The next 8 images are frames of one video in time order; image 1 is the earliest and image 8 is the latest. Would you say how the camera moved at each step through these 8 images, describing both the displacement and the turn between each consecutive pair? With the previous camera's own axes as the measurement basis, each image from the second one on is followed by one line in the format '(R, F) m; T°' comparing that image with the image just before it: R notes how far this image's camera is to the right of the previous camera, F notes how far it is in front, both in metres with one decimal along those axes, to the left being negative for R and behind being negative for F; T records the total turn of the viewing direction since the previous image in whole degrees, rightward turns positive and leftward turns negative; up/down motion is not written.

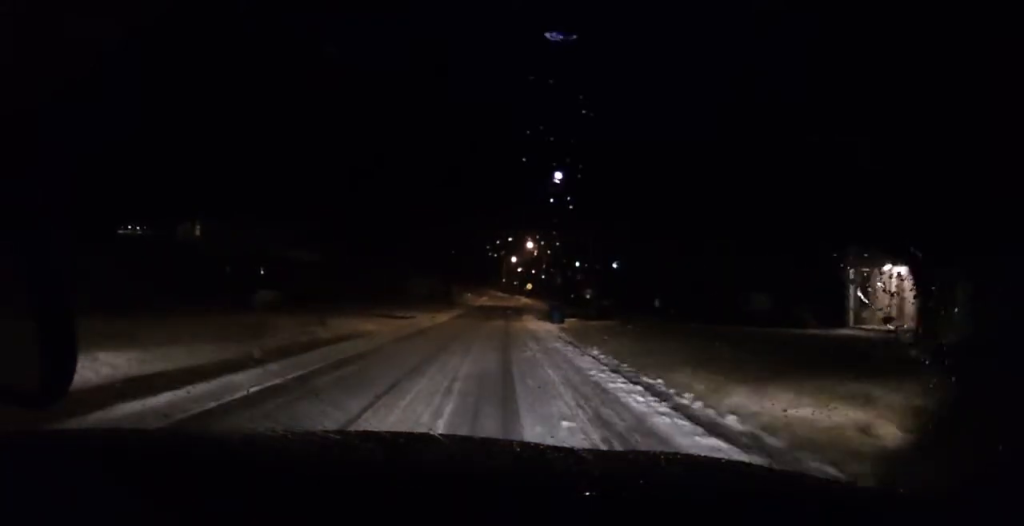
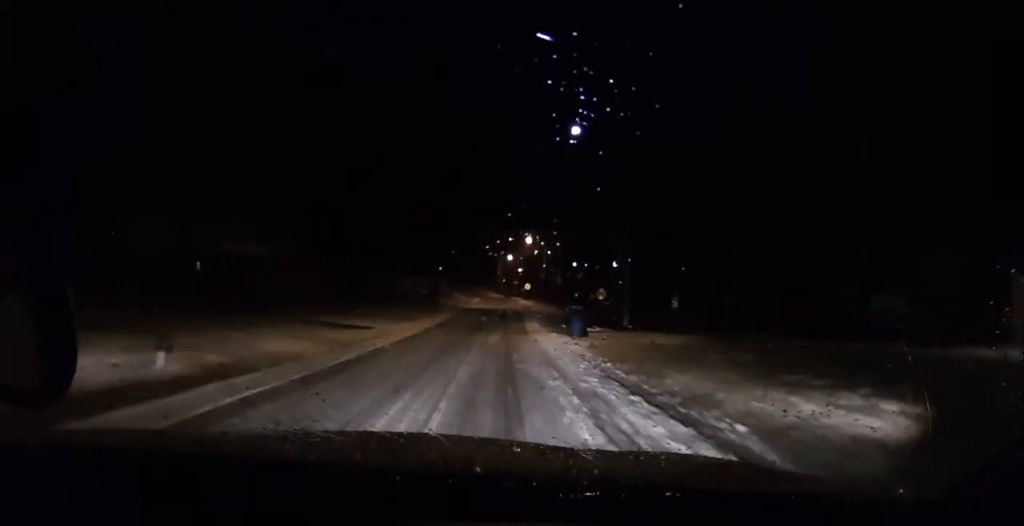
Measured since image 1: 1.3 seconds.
(-0.1, +11.8) m; -1°
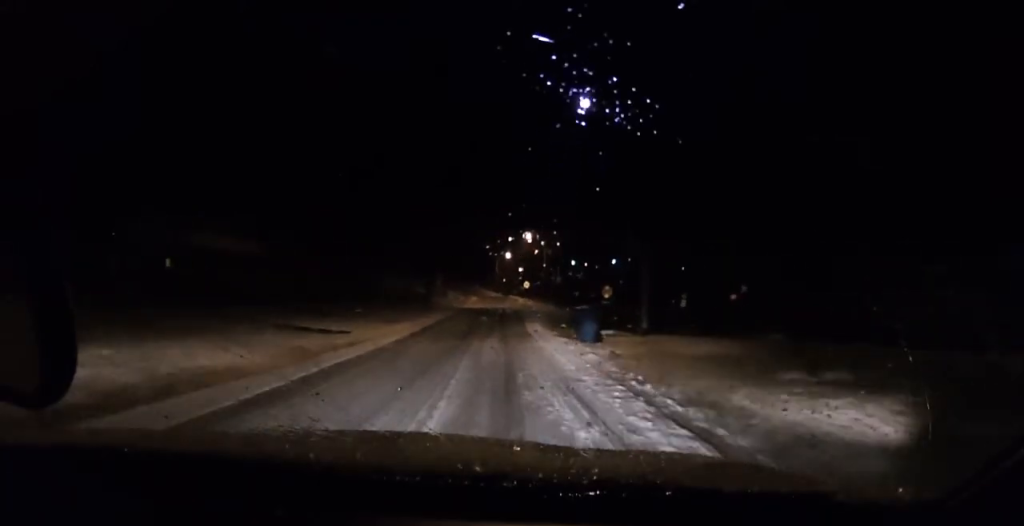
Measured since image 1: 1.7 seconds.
(0.0, +4.3) m; 0°
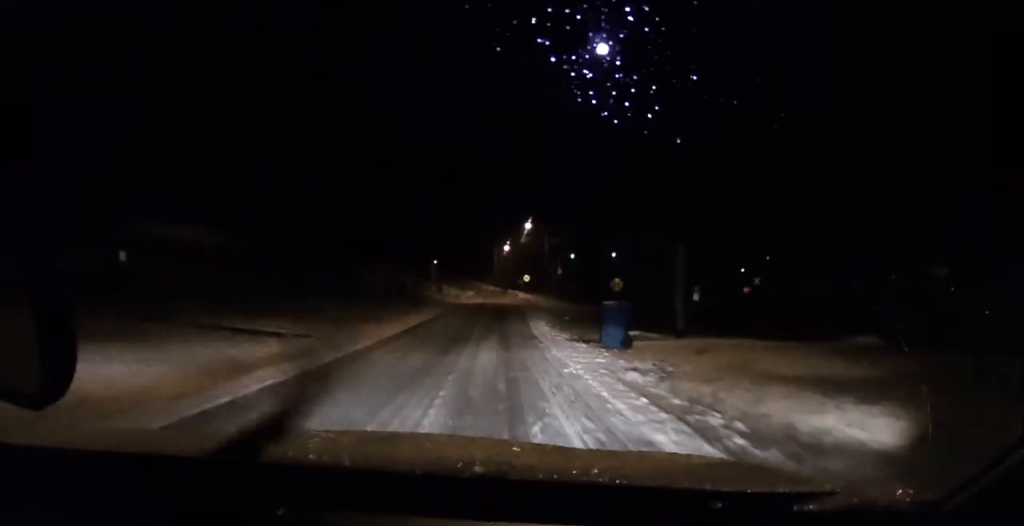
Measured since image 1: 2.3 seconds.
(0.0, +5.4) m; +2°
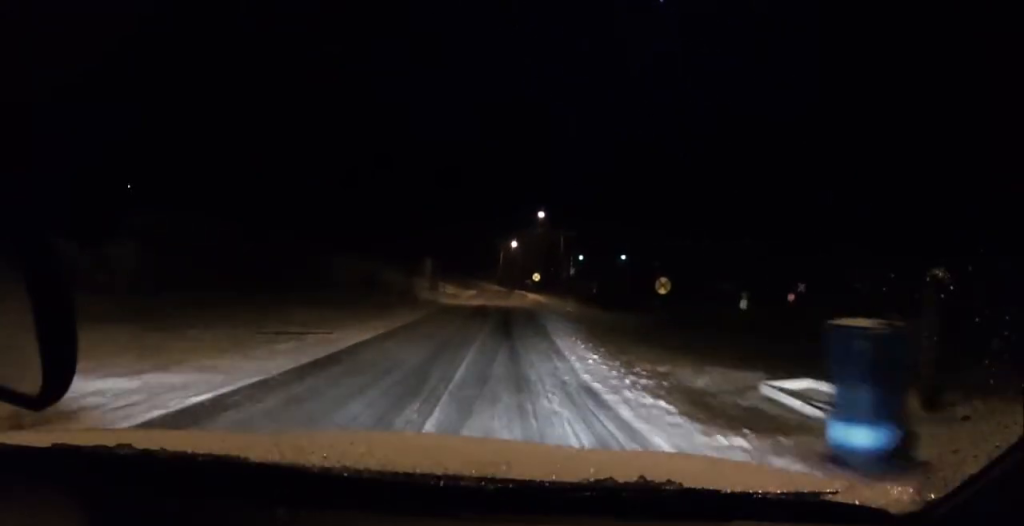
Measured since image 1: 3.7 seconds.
(+0.6, +12.5) m; +3°
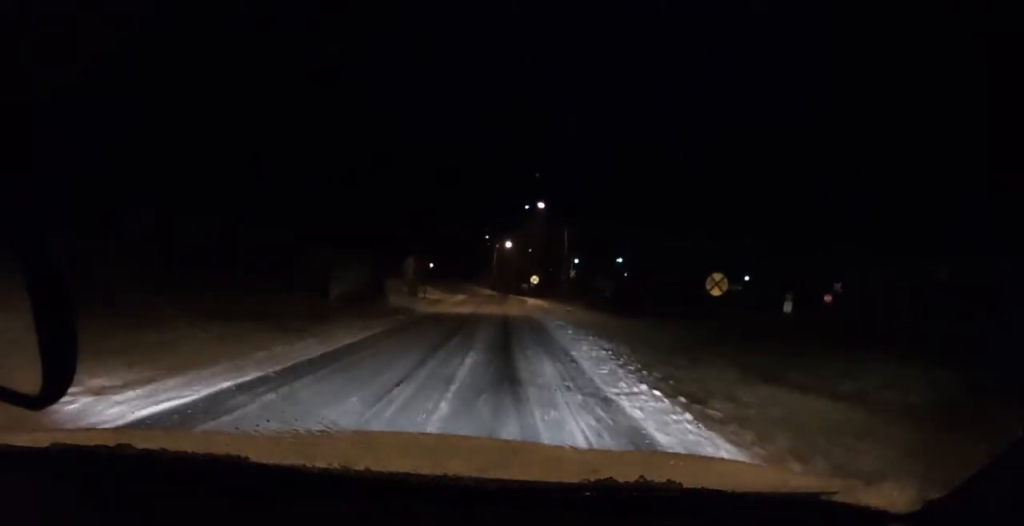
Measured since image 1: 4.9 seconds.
(-0.3, +10.1) m; -2°
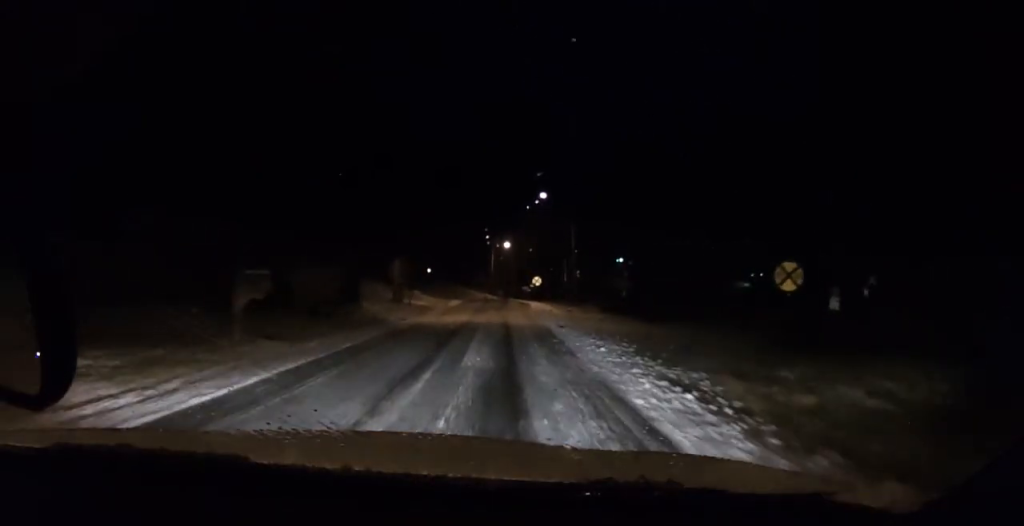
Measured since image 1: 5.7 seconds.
(0.0, +7.0) m; 0°
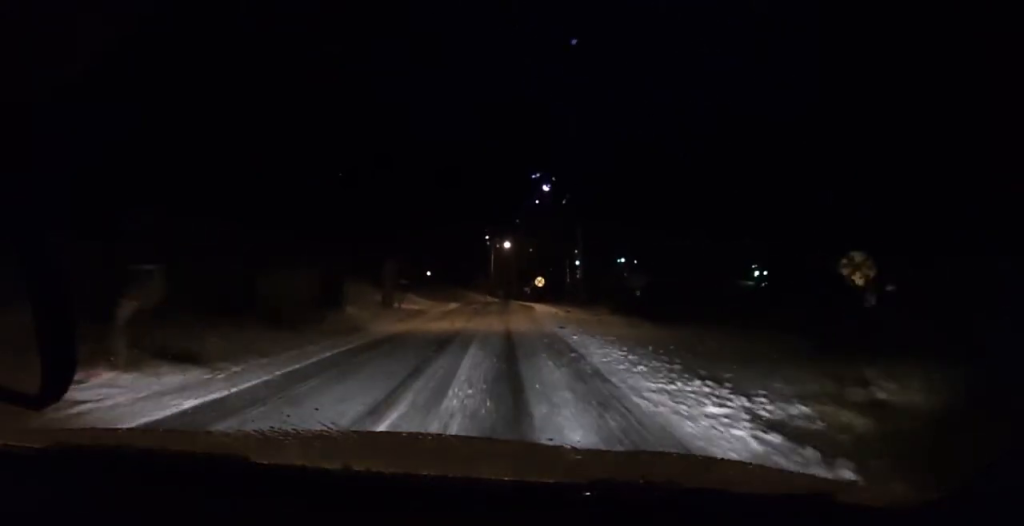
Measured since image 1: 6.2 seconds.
(0.0, +4.2) m; 0°
